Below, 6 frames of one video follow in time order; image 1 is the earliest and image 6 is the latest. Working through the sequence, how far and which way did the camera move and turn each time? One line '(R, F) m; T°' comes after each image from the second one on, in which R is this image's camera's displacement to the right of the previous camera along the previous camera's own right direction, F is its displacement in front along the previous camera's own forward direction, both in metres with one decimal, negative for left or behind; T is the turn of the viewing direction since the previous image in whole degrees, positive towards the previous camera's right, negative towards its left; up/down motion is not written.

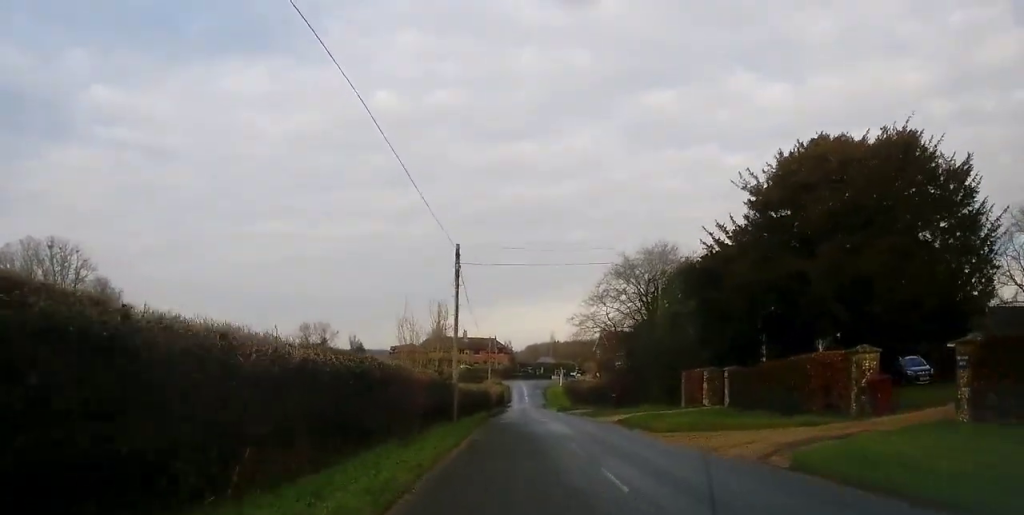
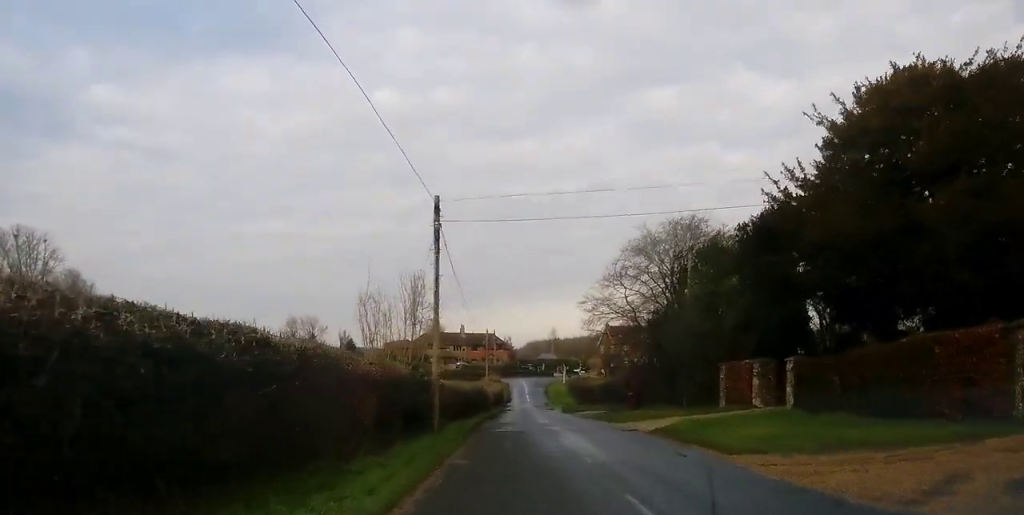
(+0.2, +8.5) m; 0°
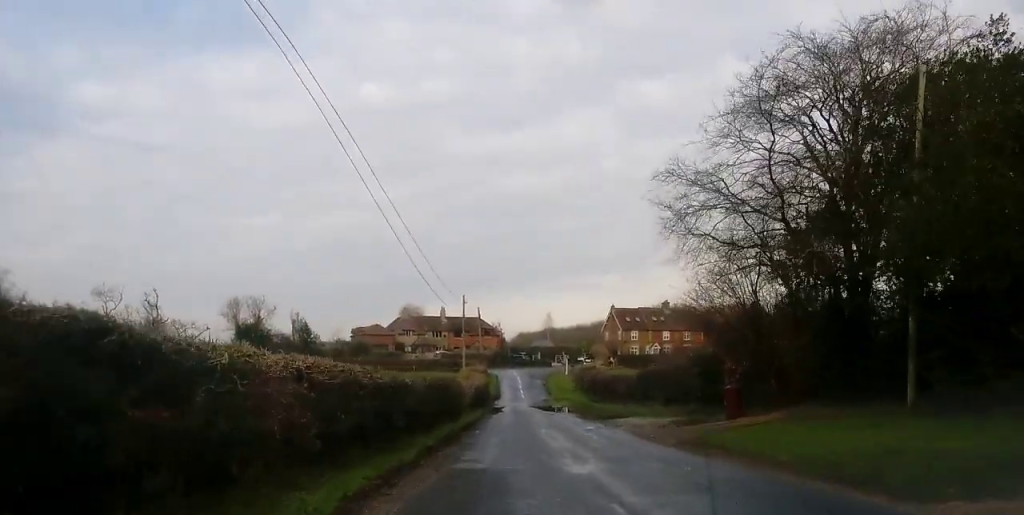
(+0.1, +24.8) m; +1°
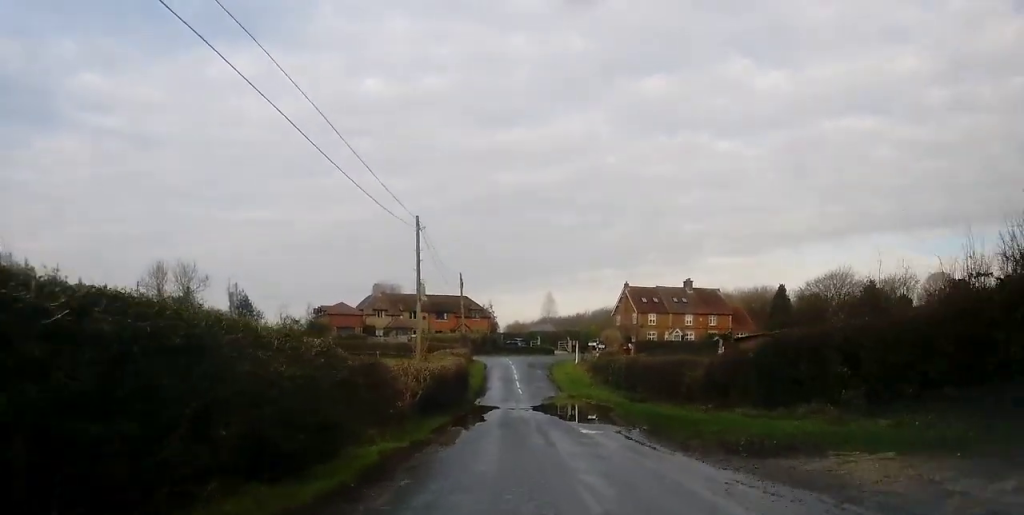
(-0.2, +23.6) m; -1°
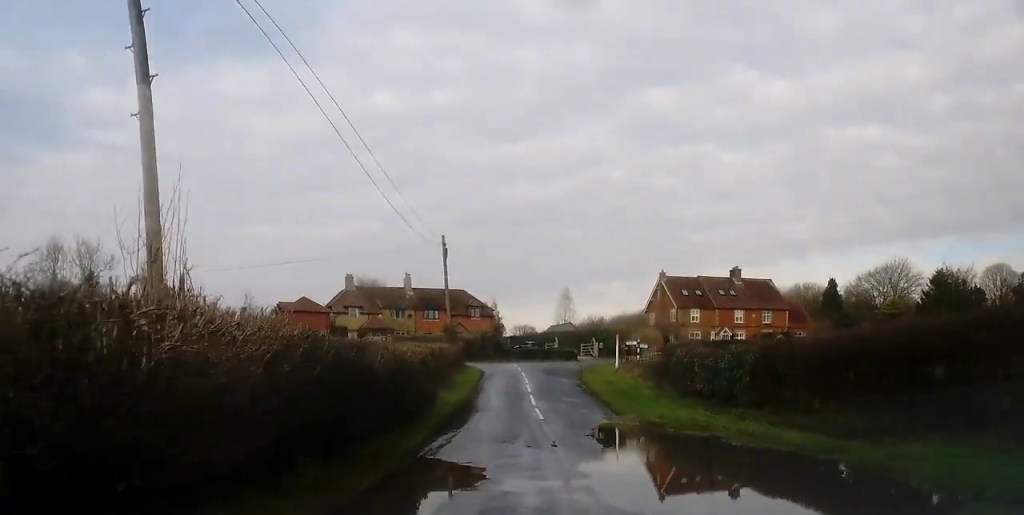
(-0.1, +24.3) m; 0°
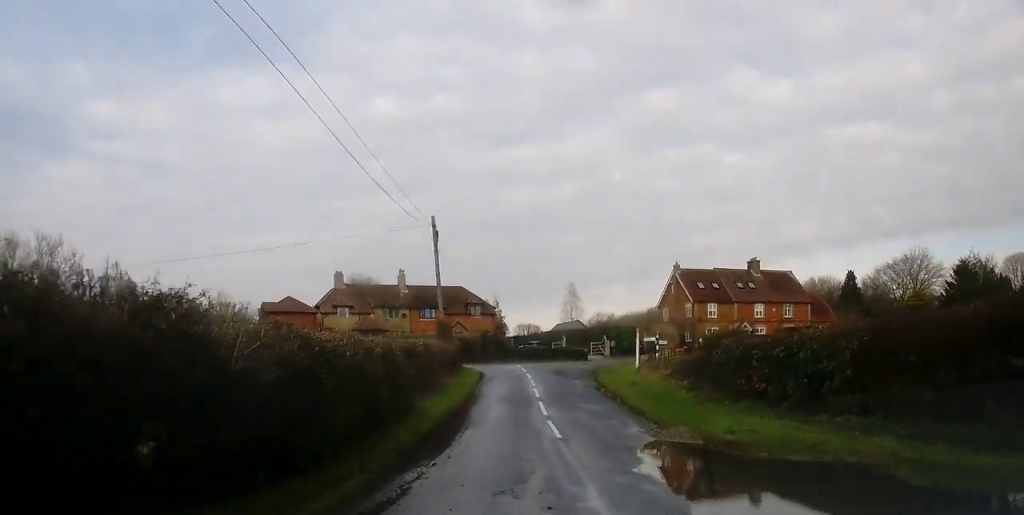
(0.0, +7.2) m; 0°
